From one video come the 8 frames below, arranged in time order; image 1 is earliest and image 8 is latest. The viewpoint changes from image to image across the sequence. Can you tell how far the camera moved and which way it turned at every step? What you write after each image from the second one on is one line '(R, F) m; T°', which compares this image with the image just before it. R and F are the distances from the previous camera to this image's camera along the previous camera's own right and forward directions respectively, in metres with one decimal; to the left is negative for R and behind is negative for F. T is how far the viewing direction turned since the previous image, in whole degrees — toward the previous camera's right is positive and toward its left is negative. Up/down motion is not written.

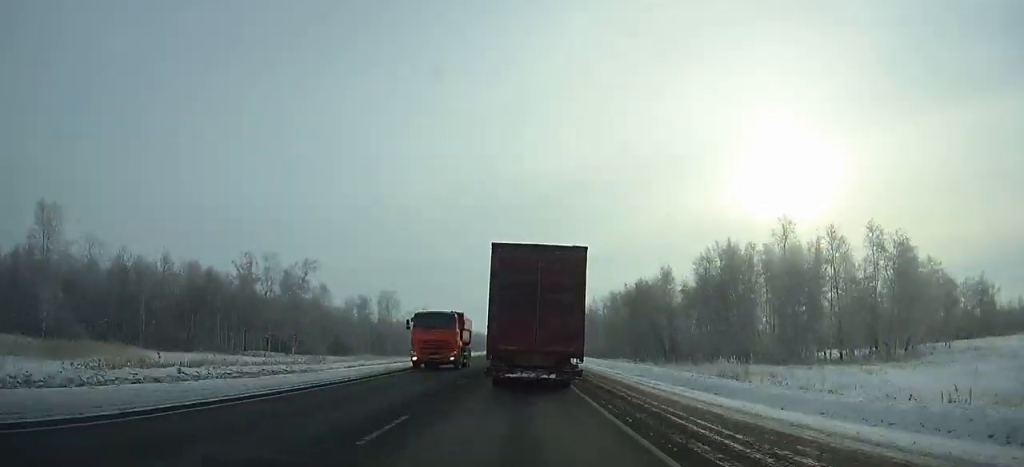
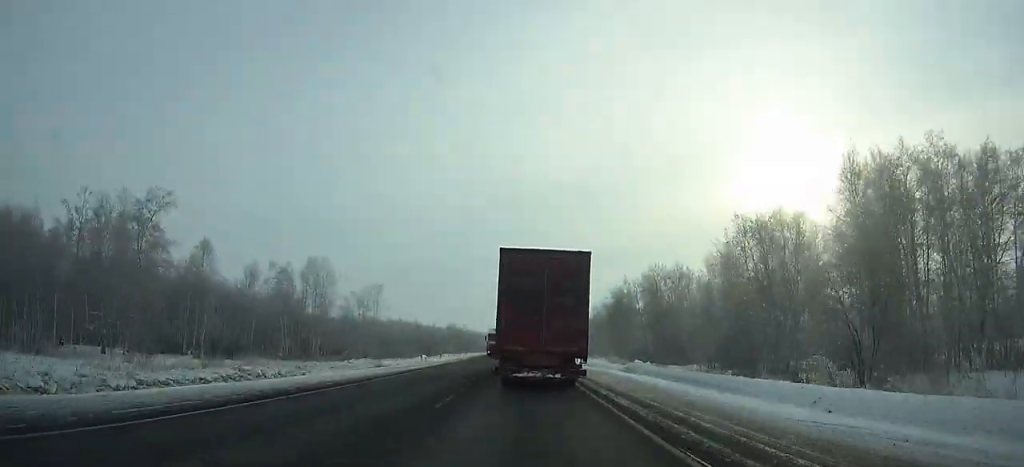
(0.0, +42.3) m; 0°
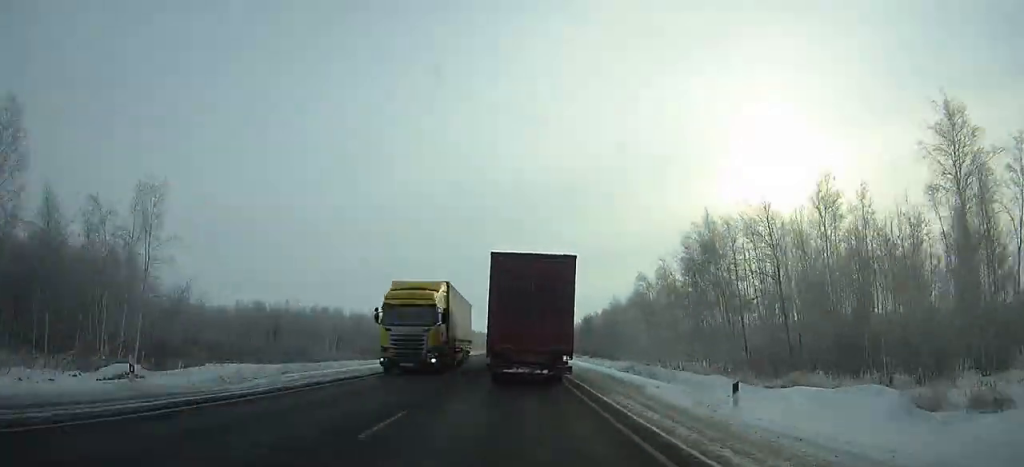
(0.0, +52.1) m; 0°
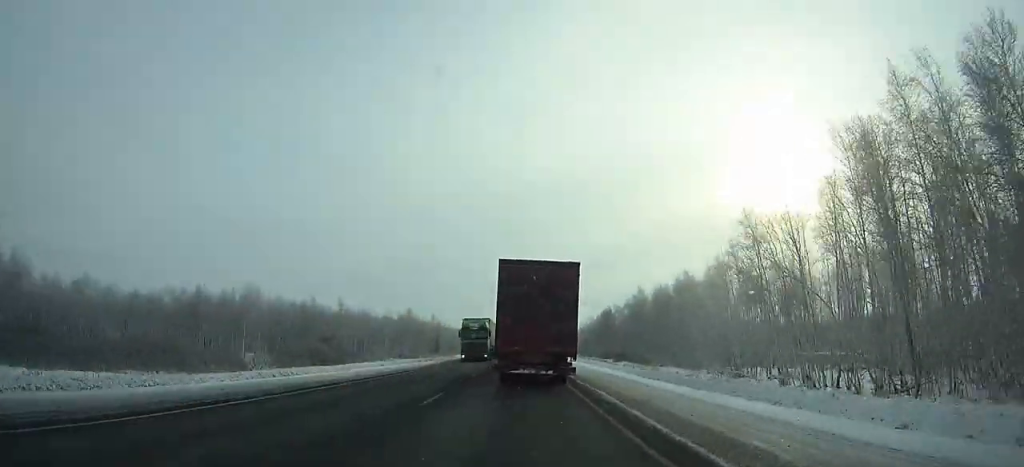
(0.0, +32.3) m; 0°
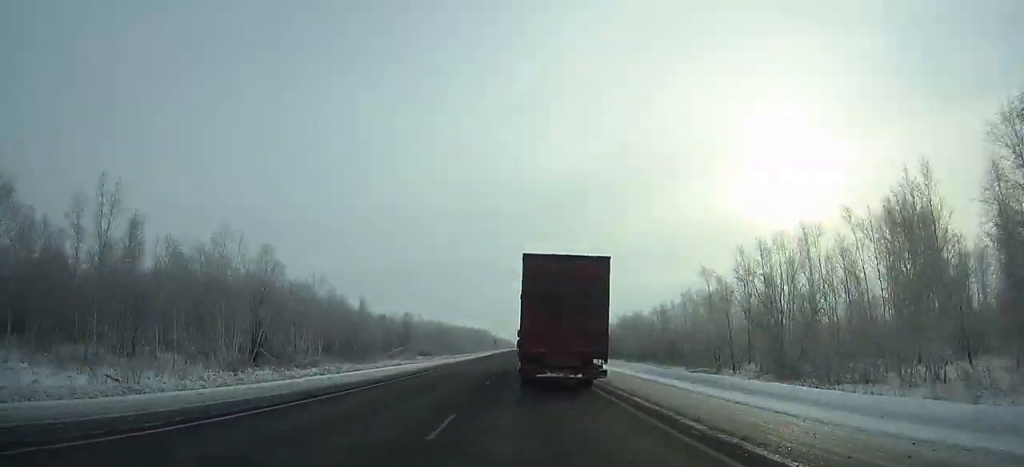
(-0.7, +131.1) m; -1°
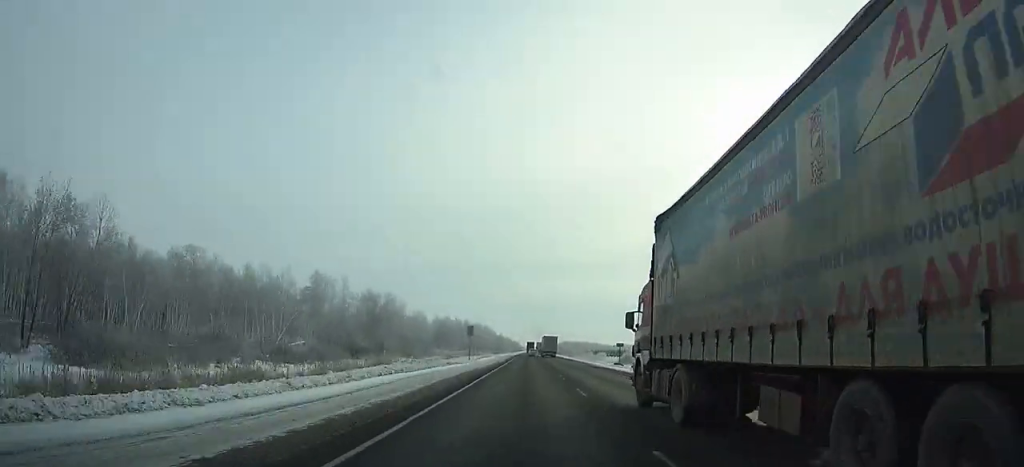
(+0.4, +127.8) m; +1°
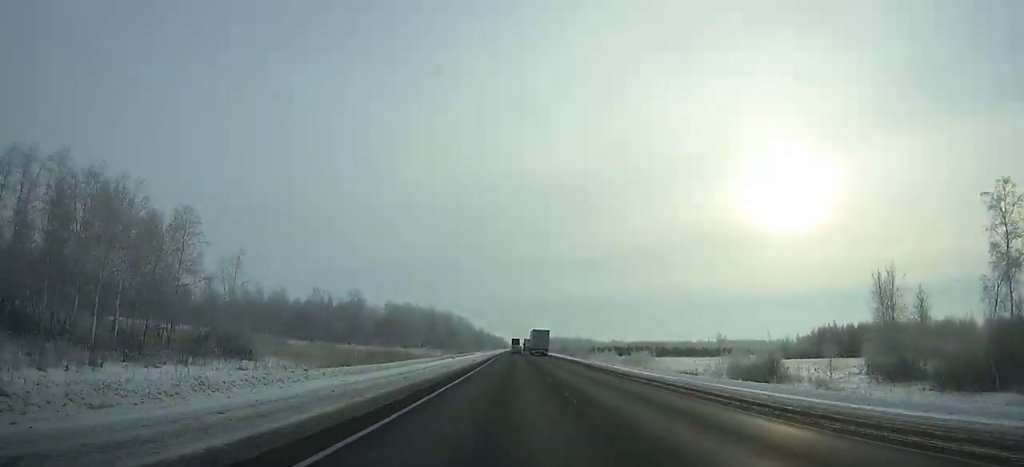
(+0.5, +84.5) m; 0°
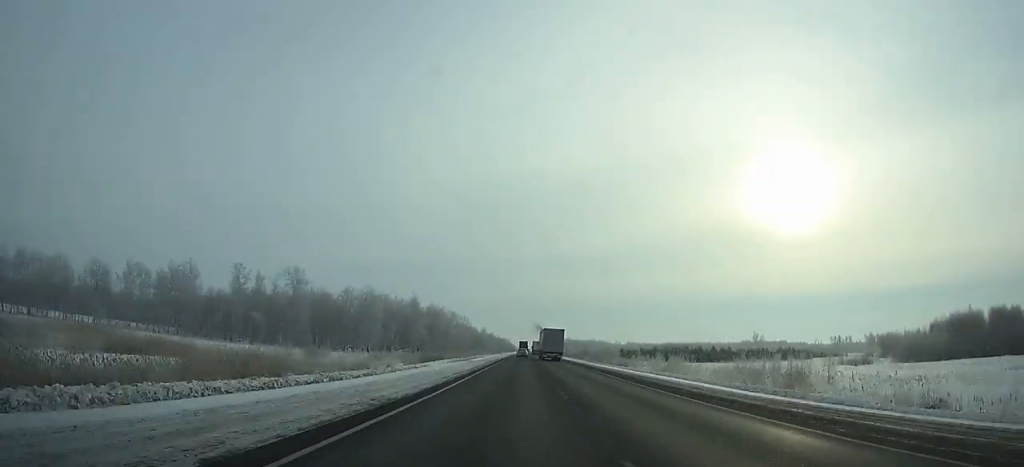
(-0.2, +55.7) m; 0°
